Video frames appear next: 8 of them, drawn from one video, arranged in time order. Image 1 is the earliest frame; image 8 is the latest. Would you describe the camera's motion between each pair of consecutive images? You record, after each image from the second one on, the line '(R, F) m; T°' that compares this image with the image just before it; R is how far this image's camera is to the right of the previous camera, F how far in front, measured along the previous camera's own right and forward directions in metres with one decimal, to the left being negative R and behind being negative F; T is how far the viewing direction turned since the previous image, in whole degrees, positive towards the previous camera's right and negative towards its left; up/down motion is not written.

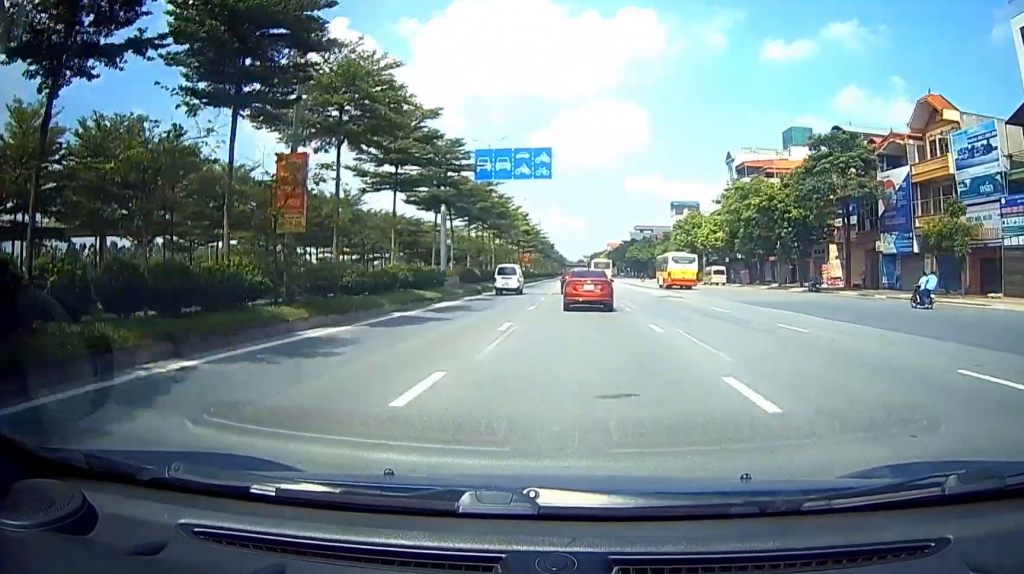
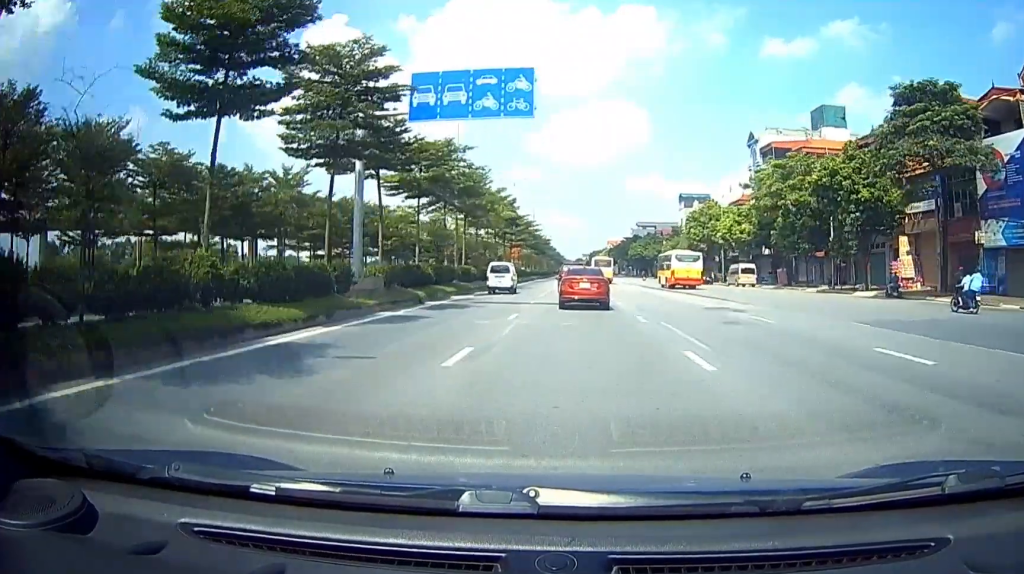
(0.0, +14.9) m; -1°
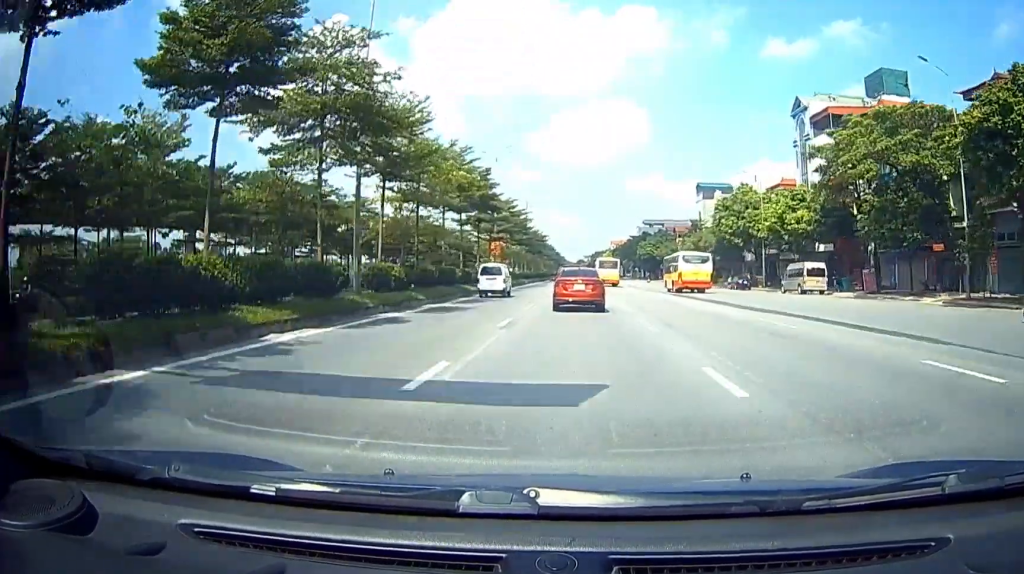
(-0.3, +19.3) m; +2°
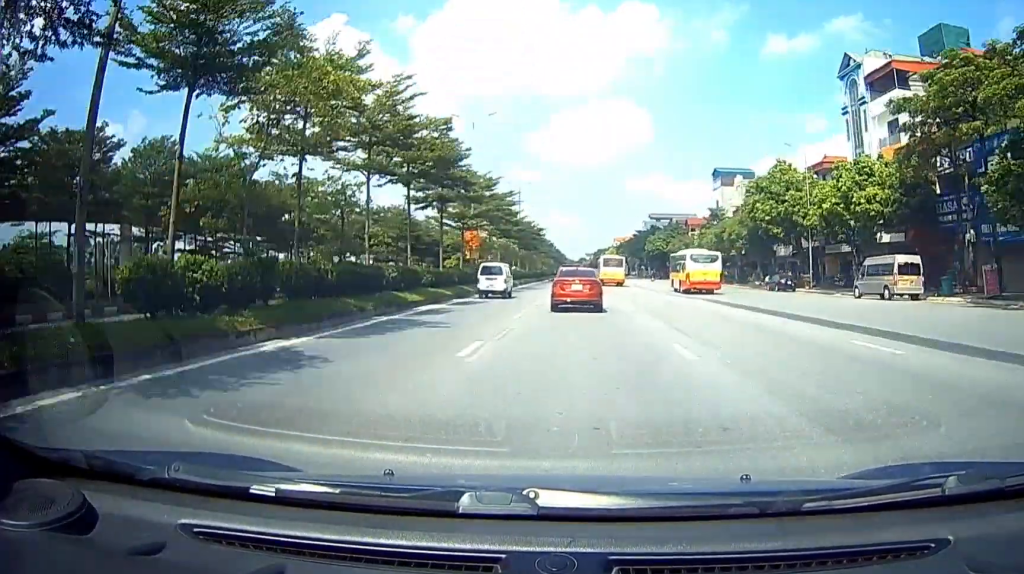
(+0.9, +13.4) m; +2°
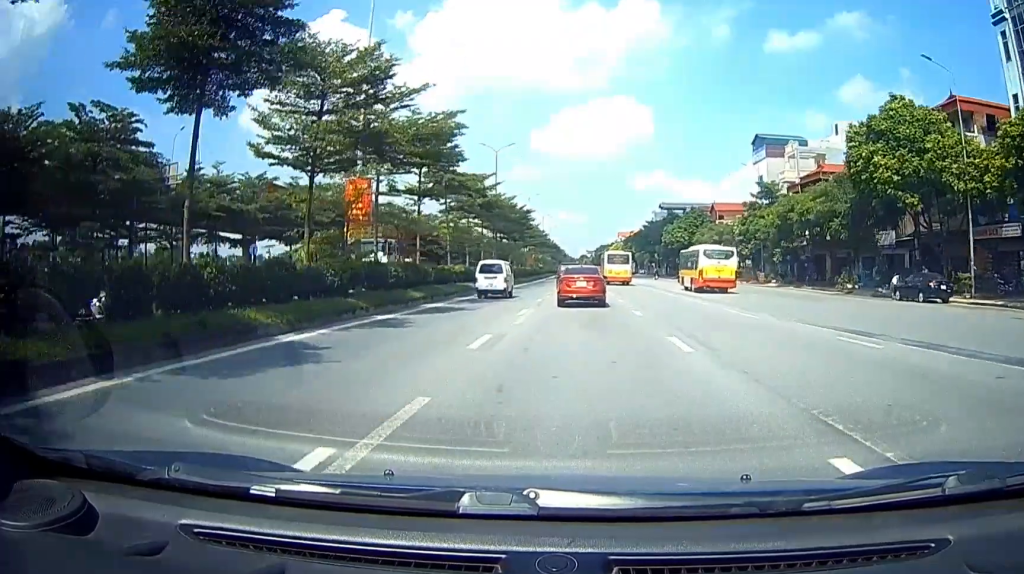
(-1.0, +22.8) m; -3°
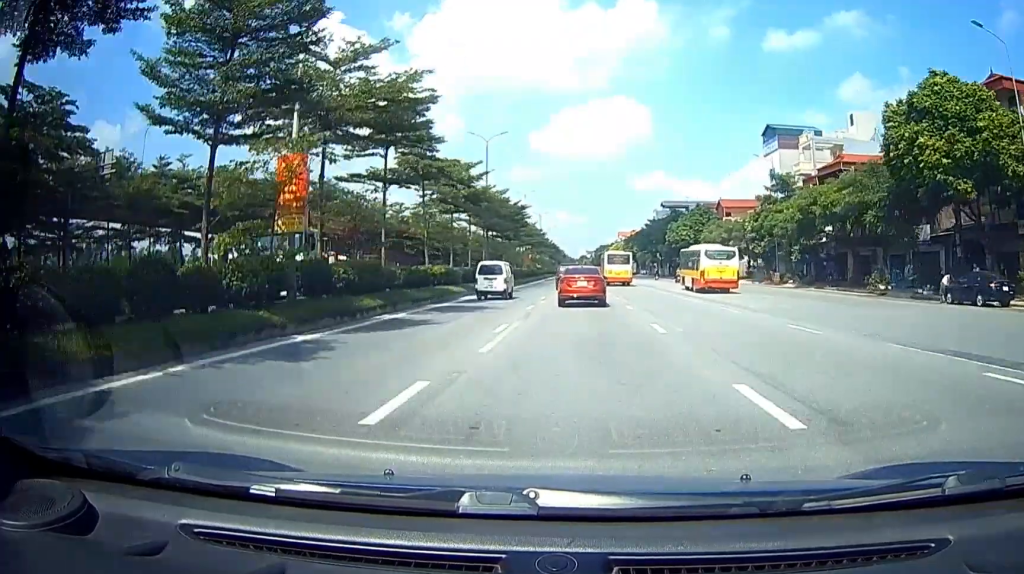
(0.0, +5.6) m; 0°
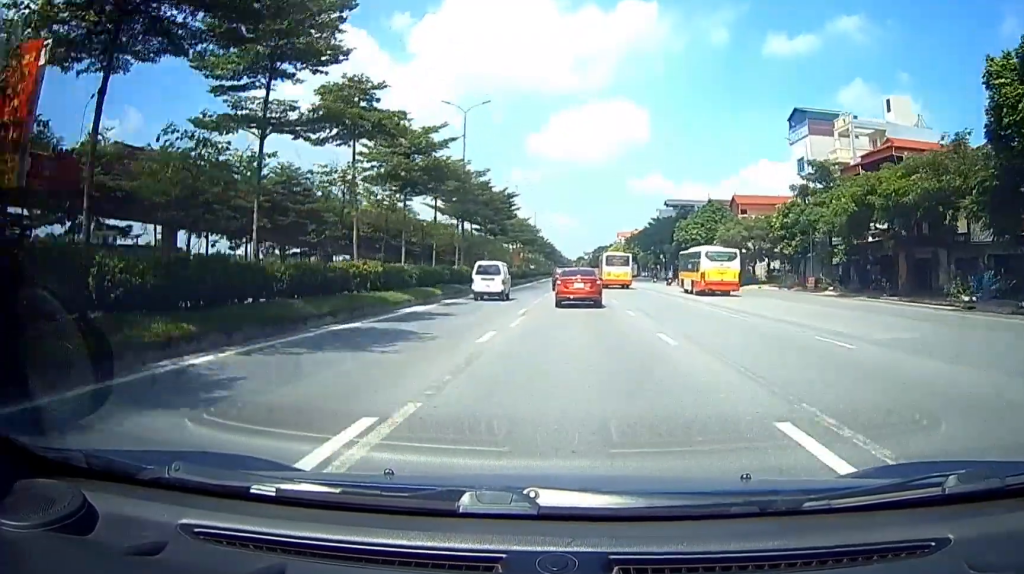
(0.0, +9.6) m; 0°
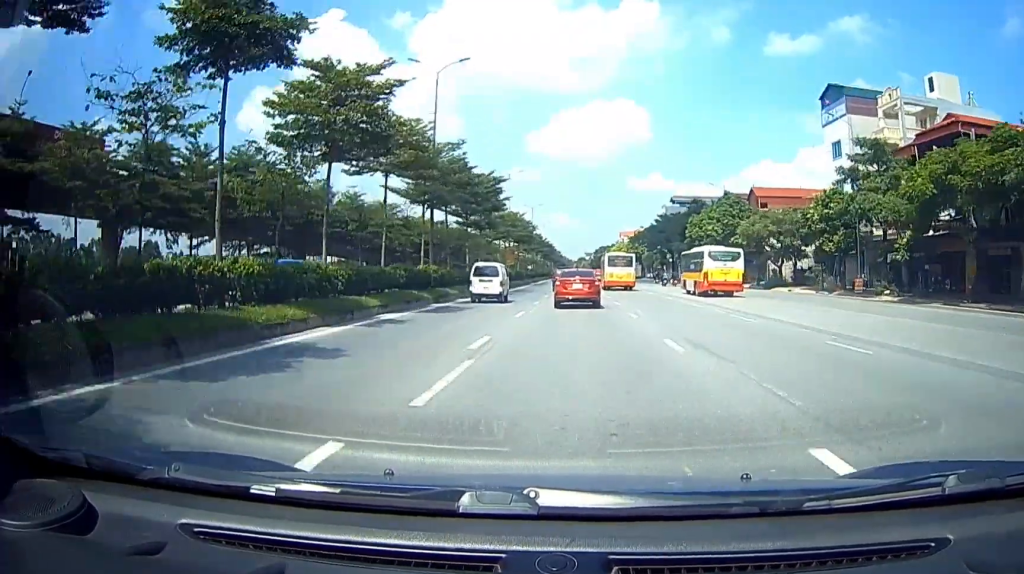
(0.0, +8.5) m; 0°
